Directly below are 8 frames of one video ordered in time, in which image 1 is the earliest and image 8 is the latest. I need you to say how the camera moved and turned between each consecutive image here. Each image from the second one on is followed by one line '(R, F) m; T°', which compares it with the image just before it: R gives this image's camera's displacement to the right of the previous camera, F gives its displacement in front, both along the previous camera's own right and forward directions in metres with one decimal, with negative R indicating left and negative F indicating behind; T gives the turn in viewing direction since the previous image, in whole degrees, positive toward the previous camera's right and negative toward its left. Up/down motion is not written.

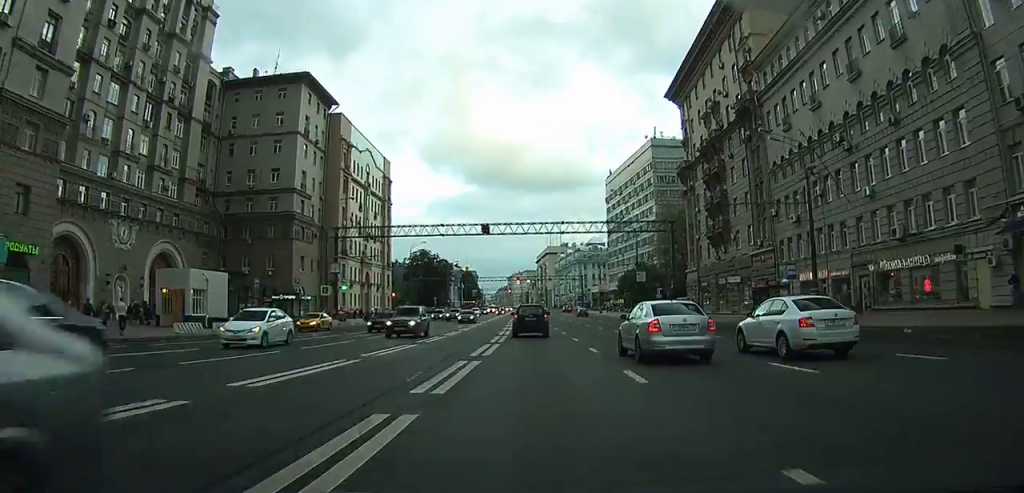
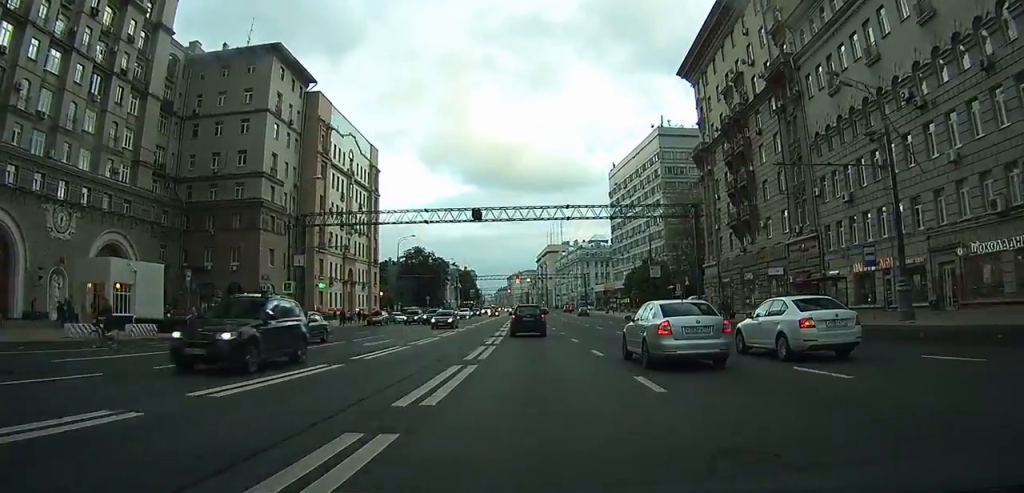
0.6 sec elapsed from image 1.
(+0.1, +9.4) m; 0°
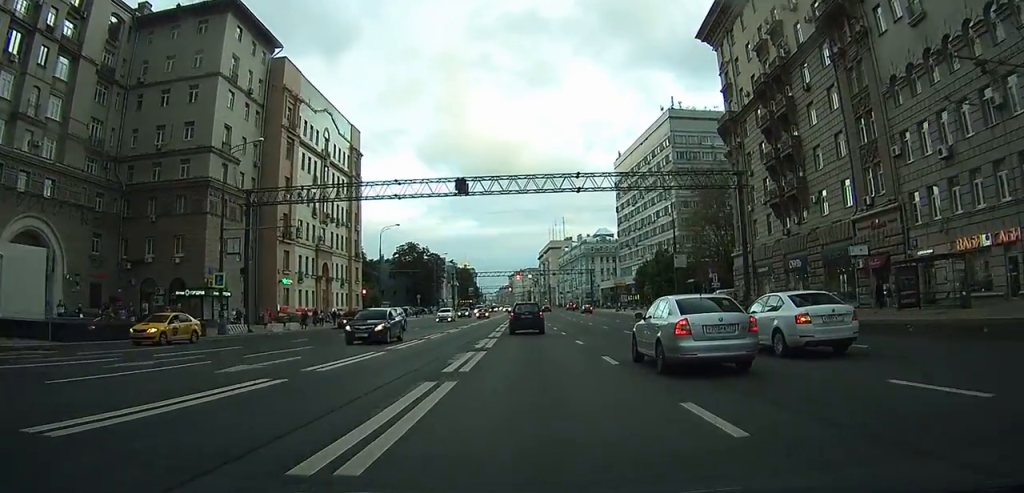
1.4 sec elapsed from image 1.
(+0.1, +11.7) m; 0°
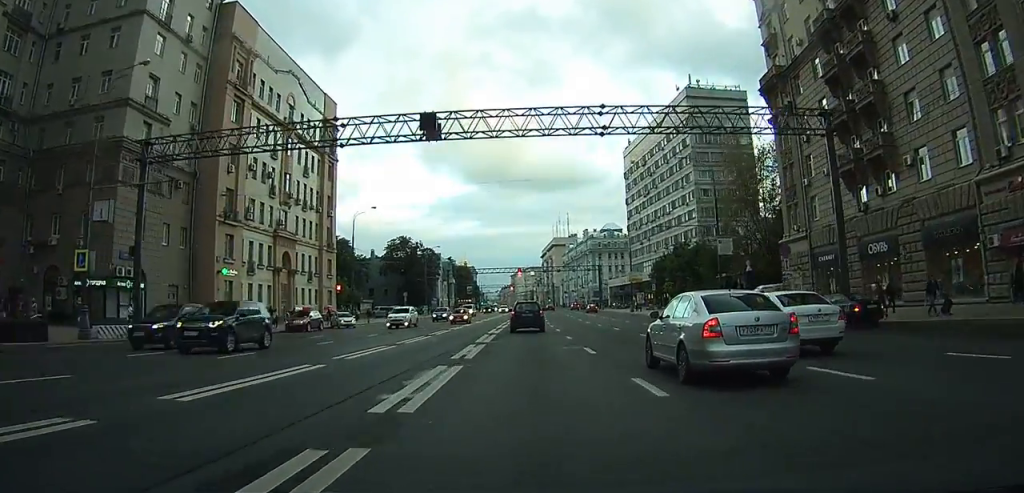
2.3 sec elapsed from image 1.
(0.0, +13.6) m; 0°
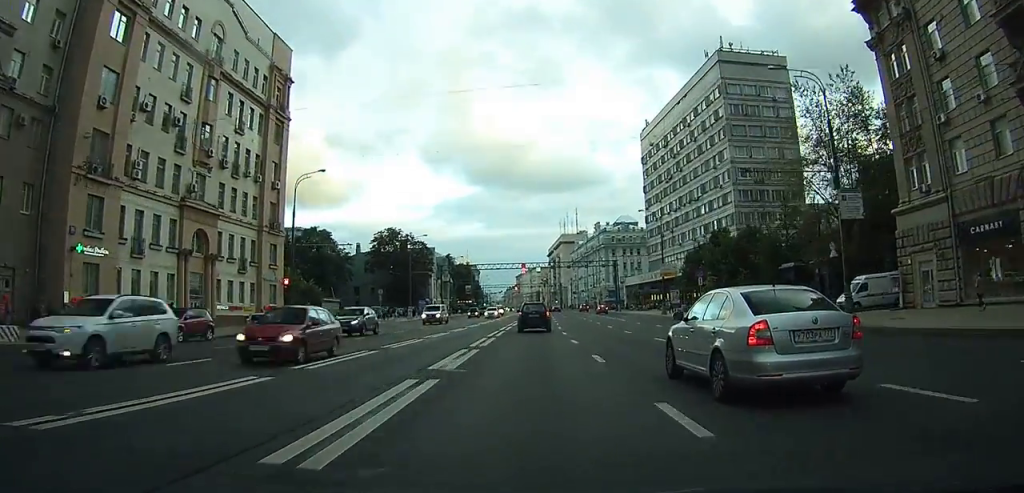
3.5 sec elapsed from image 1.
(-0.2, +19.4) m; -1°
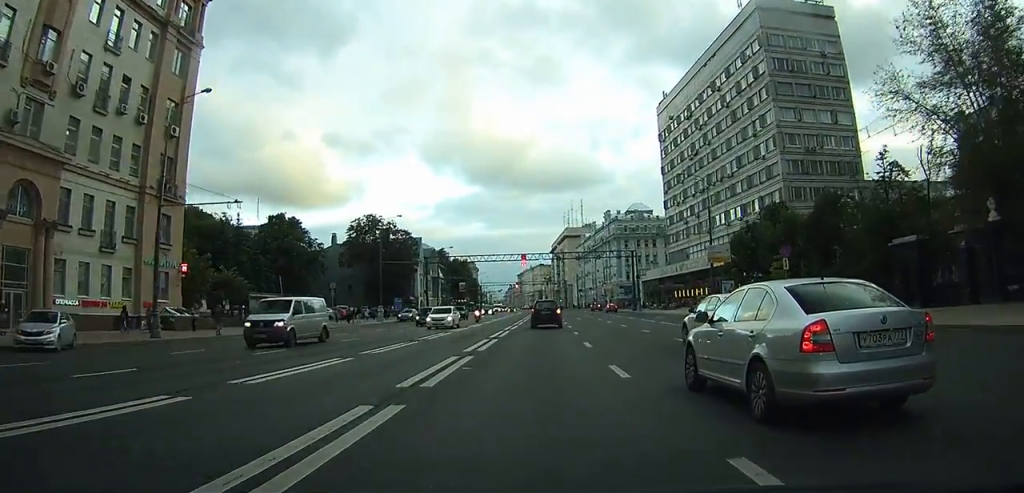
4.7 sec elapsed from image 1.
(-0.1, +20.0) m; 0°
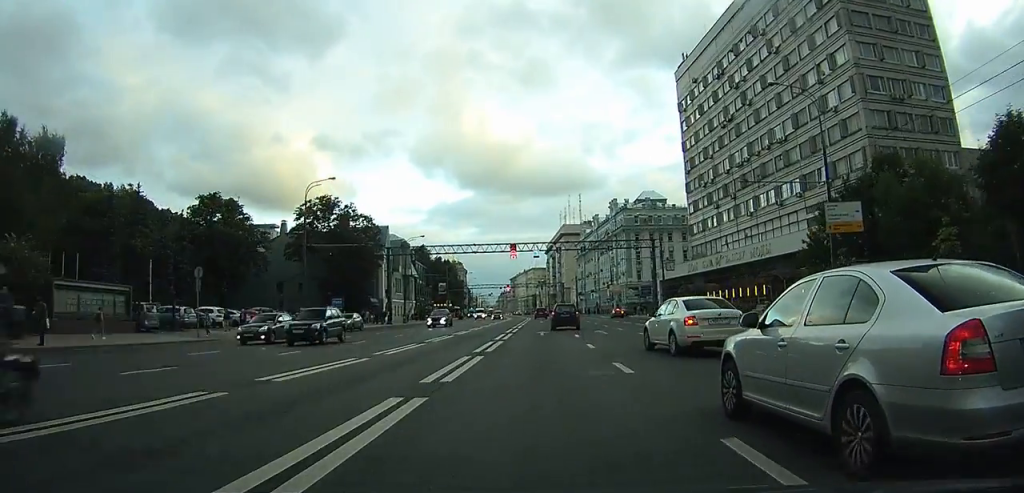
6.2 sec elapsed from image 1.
(+0.2, +23.7) m; 0°
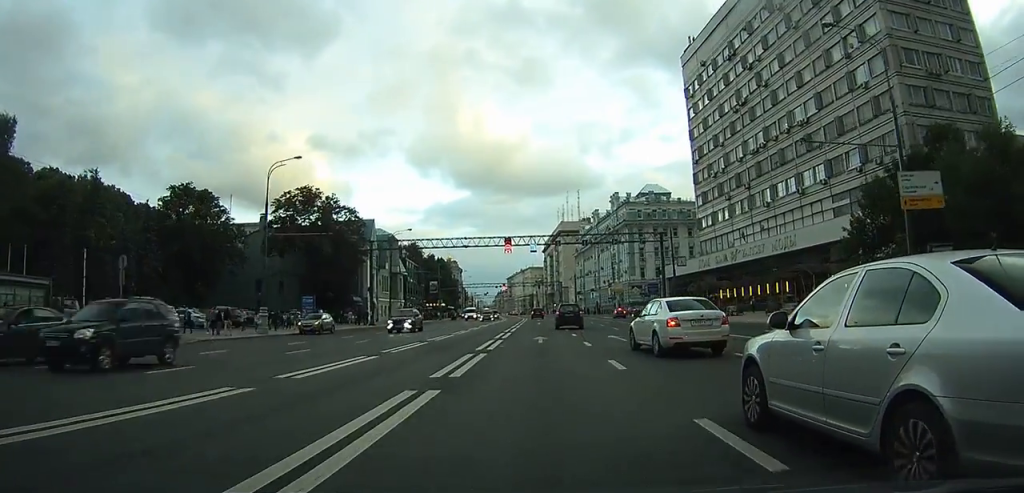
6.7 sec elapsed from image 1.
(-0.1, +7.2) m; 0°
